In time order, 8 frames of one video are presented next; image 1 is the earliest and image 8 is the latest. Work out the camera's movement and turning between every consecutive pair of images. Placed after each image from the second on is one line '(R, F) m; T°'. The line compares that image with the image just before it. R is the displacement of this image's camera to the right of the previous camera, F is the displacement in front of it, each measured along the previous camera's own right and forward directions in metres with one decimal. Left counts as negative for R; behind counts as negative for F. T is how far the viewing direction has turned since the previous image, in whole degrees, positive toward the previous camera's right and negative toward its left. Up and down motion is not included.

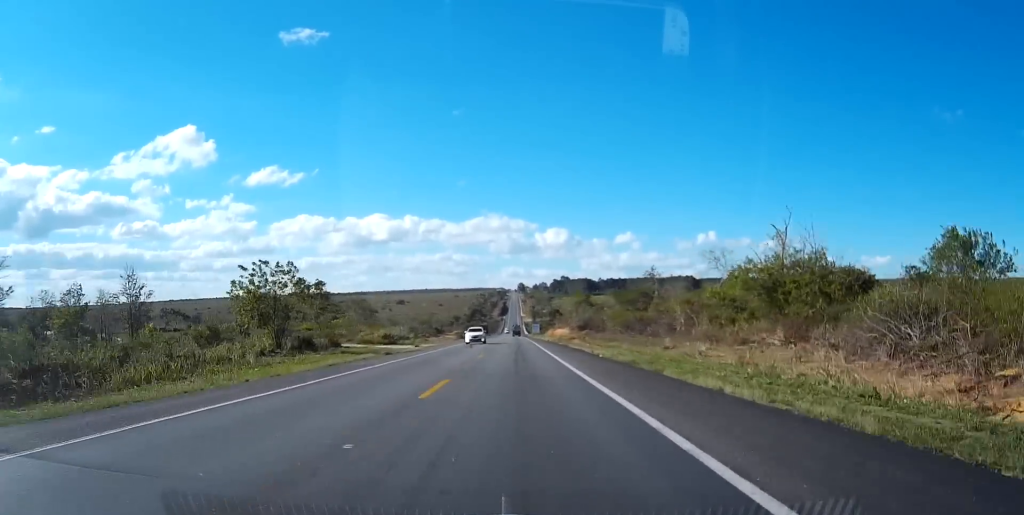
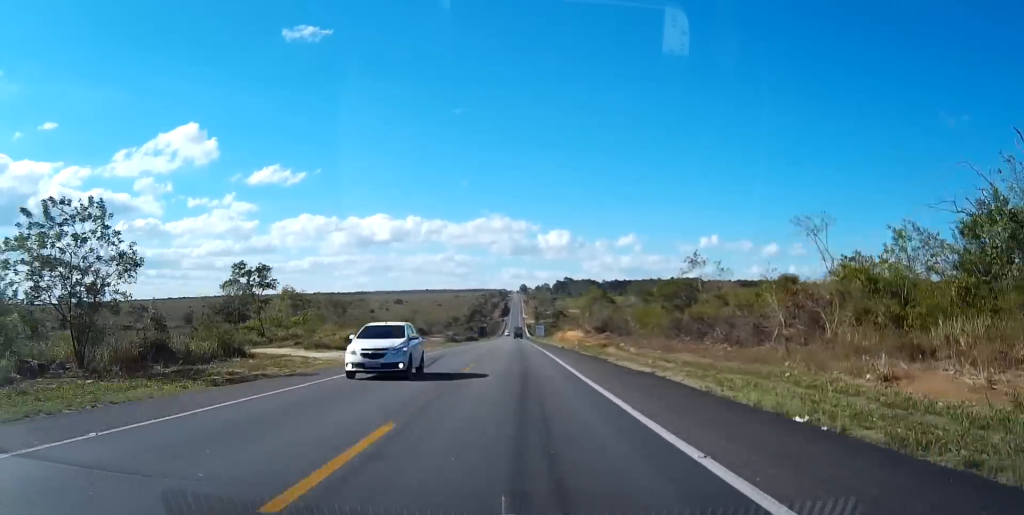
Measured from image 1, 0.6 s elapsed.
(0.0, +27.5) m; 0°
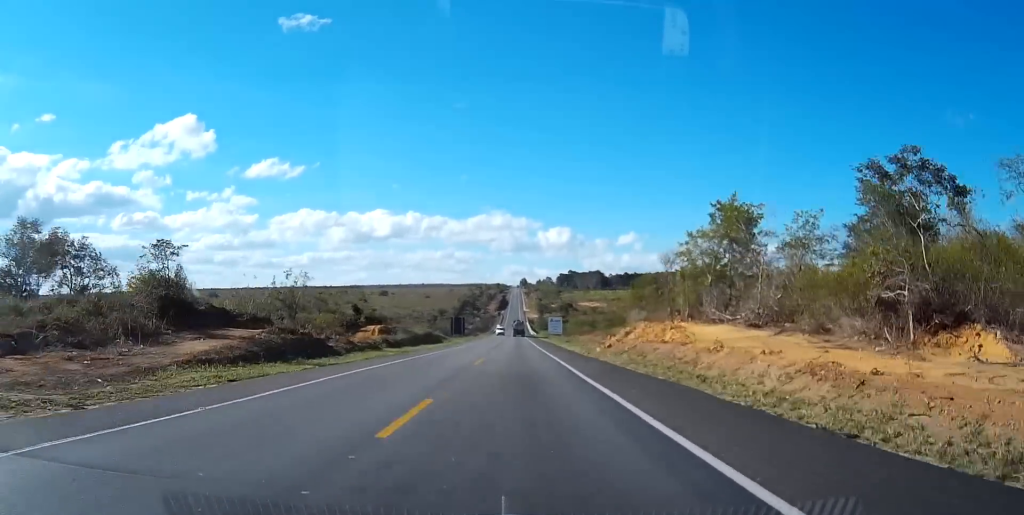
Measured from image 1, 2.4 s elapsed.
(-0.1, +90.6) m; 0°
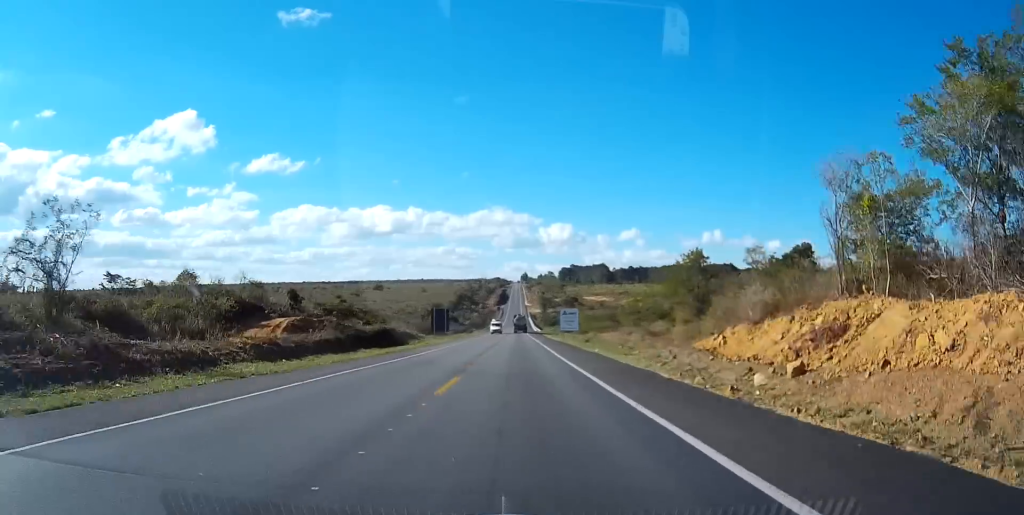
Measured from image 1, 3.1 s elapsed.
(0.0, +32.5) m; 0°
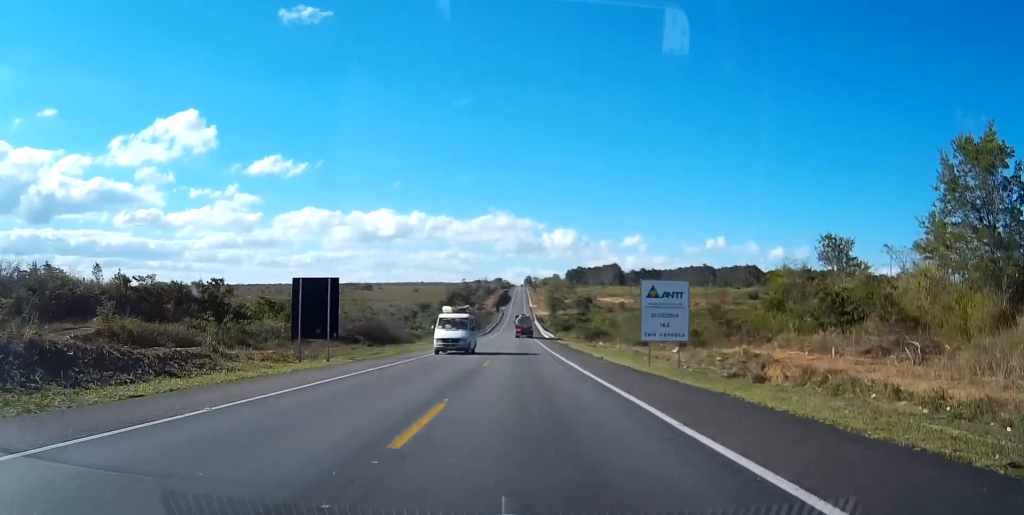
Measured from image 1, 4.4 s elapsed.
(-0.3, +63.4) m; 0°
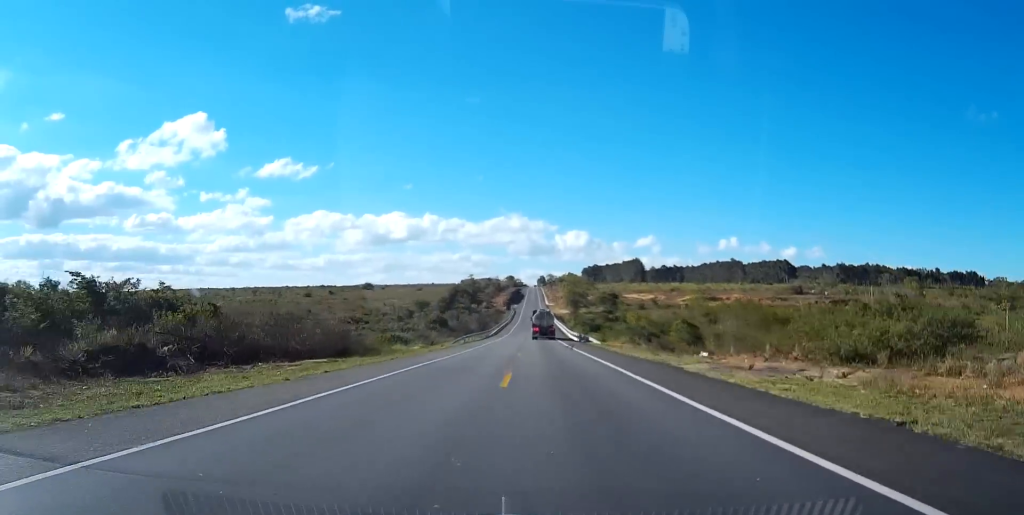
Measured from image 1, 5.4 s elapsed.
(0.0, +49.2) m; 0°
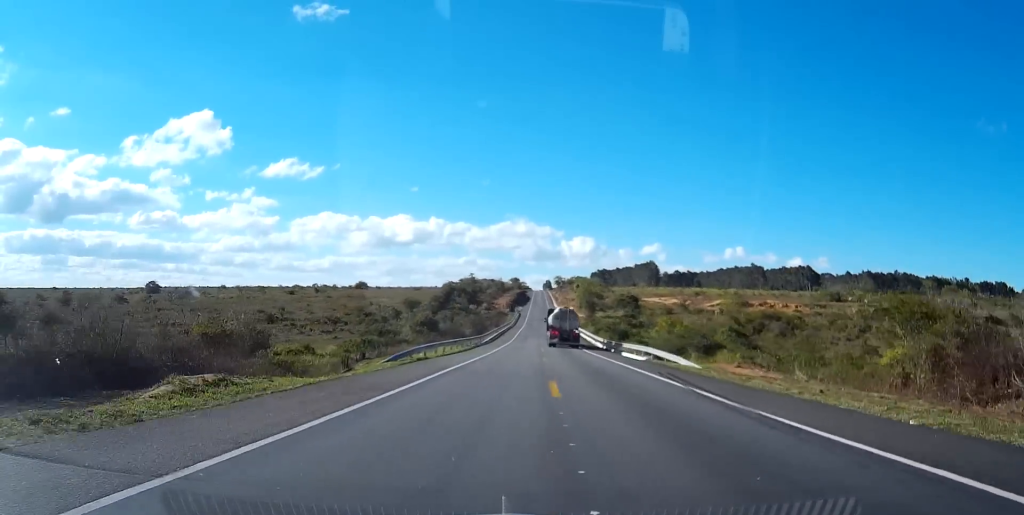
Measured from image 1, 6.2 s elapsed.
(-0.2, +39.7) m; 0°
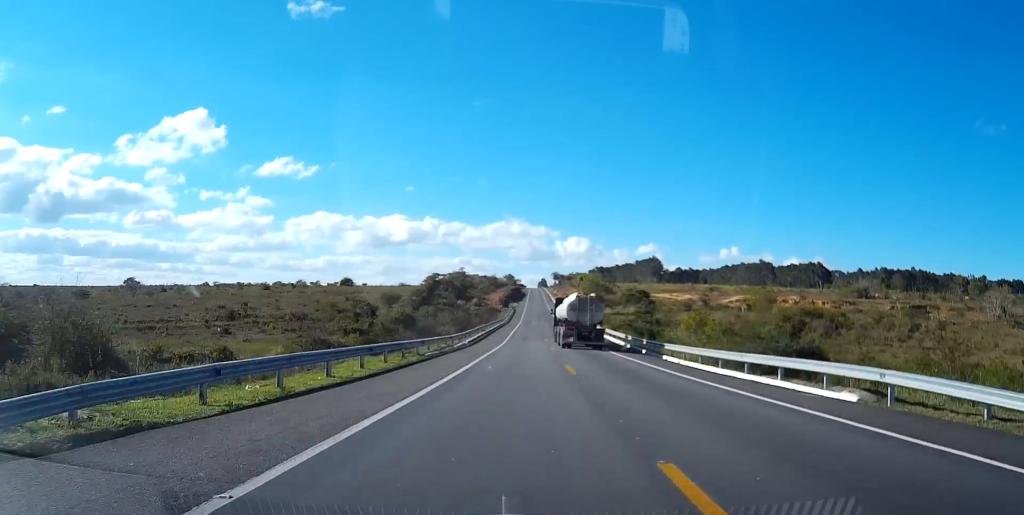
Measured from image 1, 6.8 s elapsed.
(+0.1, +31.6) m; 0°
